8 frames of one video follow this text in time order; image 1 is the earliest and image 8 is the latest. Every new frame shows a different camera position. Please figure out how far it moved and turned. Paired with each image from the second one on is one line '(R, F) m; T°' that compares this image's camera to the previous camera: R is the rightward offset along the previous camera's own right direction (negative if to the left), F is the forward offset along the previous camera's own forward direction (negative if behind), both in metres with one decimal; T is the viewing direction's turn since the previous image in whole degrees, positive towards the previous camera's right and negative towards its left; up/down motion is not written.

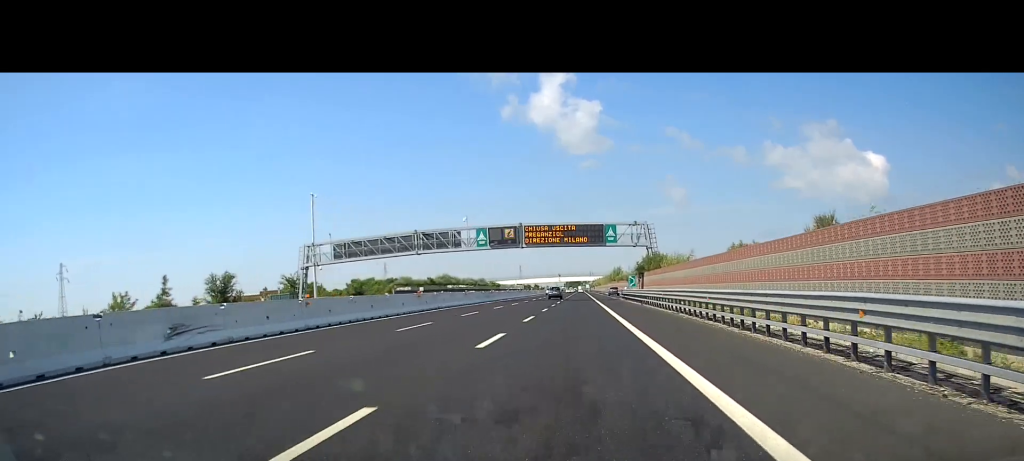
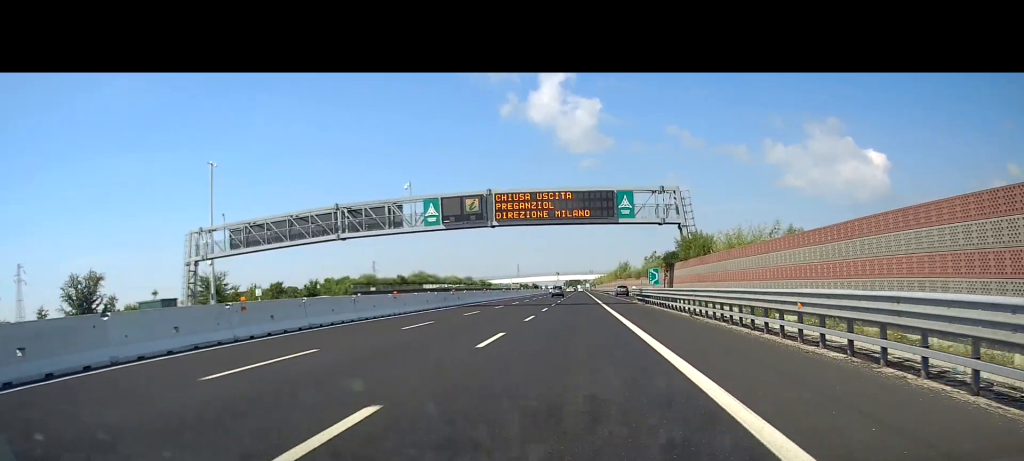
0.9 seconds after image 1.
(-0.1, +23.5) m; 0°
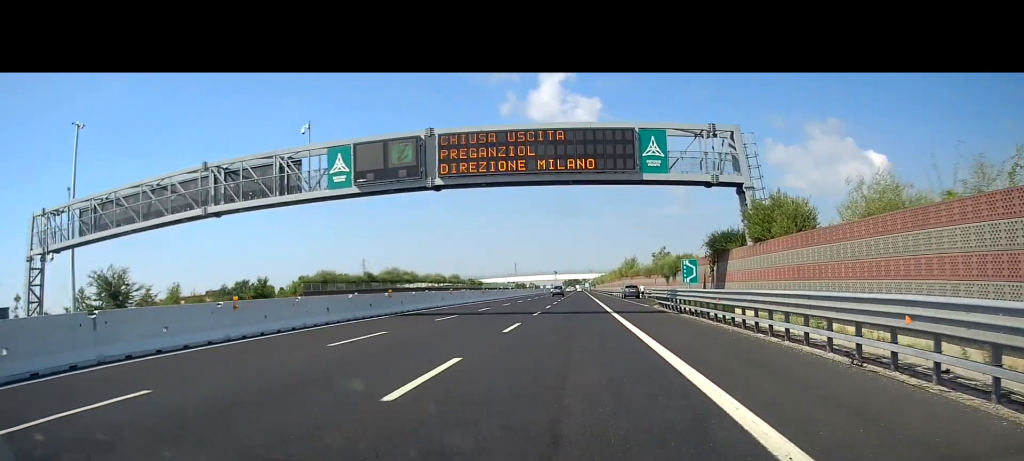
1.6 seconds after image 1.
(+0.2, +18.3) m; 0°
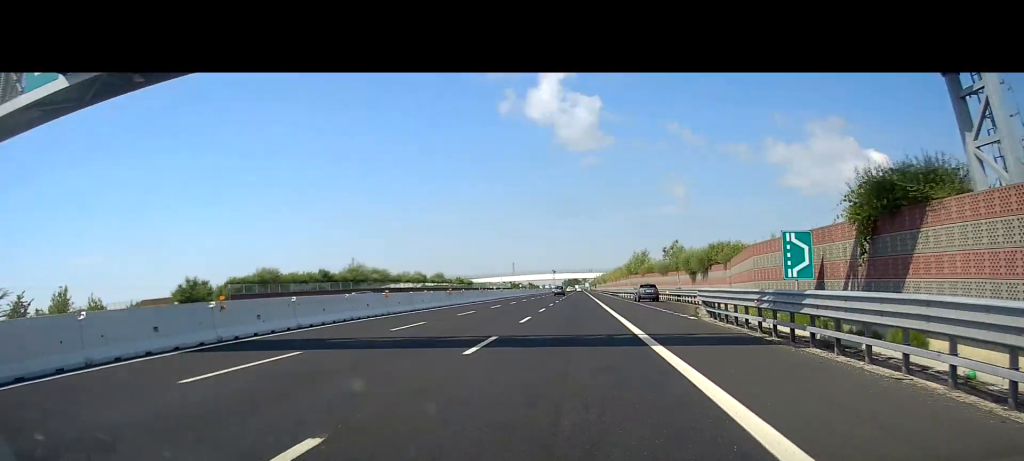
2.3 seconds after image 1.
(-0.3, +18.4) m; -1°
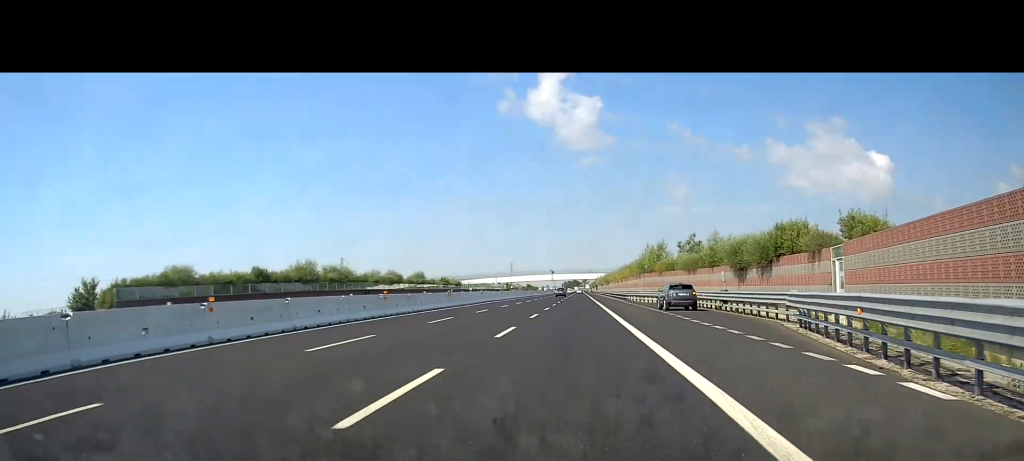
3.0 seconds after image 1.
(-0.2, +18.4) m; 0°
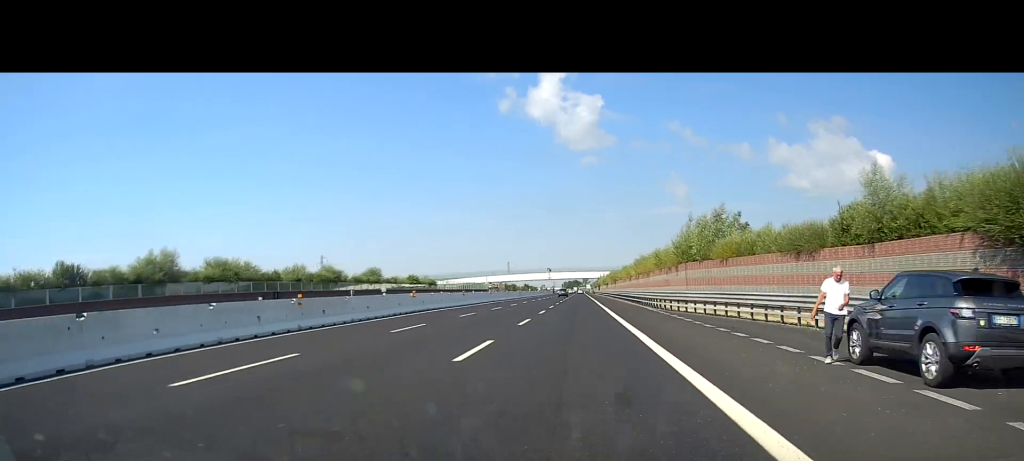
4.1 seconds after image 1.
(0.0, +29.0) m; 0°
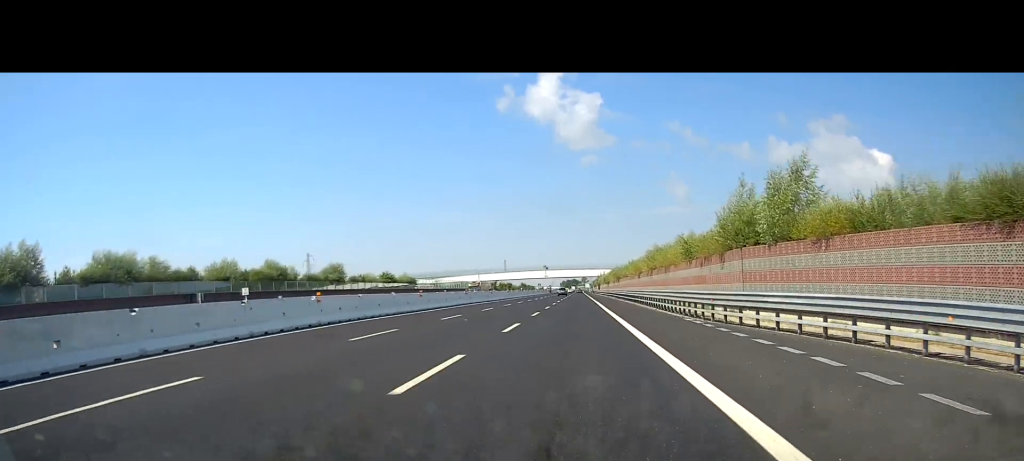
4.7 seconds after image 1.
(+0.1, +15.8) m; 0°
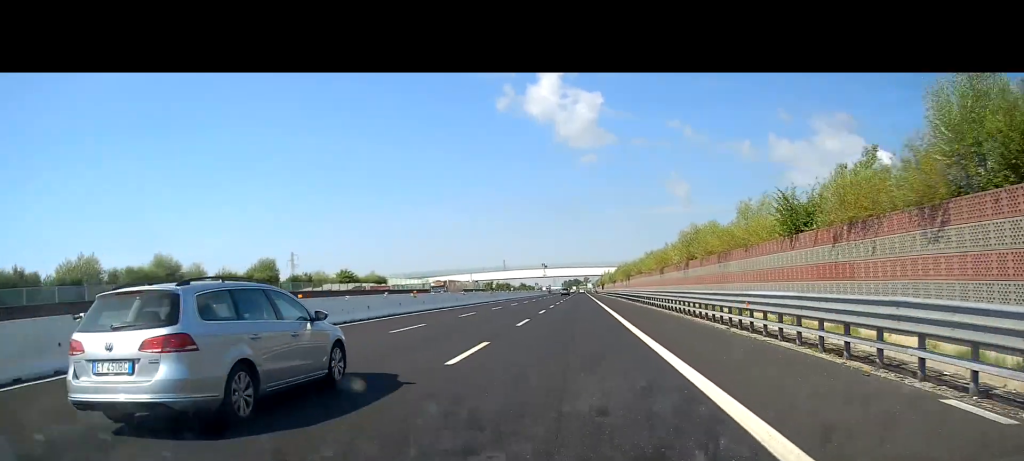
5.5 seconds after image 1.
(0.0, +20.3) m; 0°
